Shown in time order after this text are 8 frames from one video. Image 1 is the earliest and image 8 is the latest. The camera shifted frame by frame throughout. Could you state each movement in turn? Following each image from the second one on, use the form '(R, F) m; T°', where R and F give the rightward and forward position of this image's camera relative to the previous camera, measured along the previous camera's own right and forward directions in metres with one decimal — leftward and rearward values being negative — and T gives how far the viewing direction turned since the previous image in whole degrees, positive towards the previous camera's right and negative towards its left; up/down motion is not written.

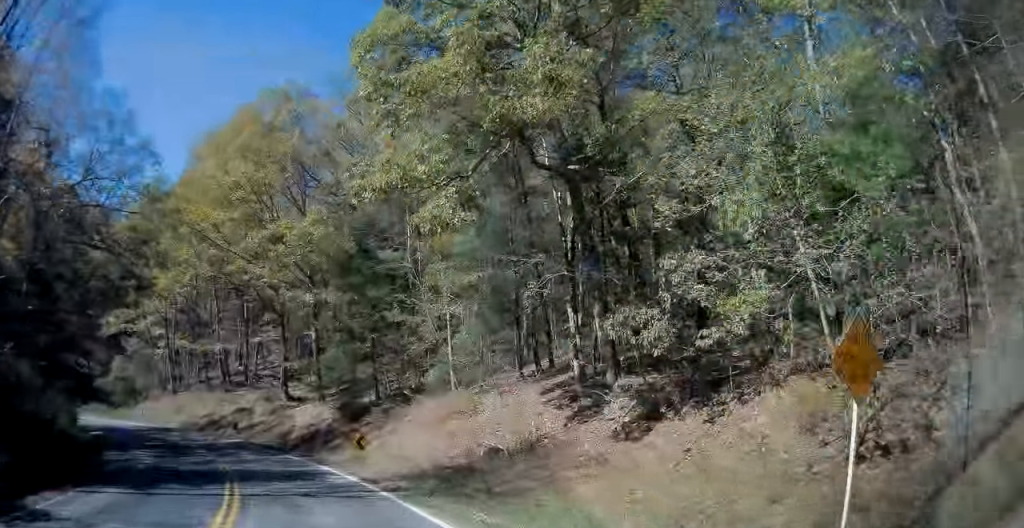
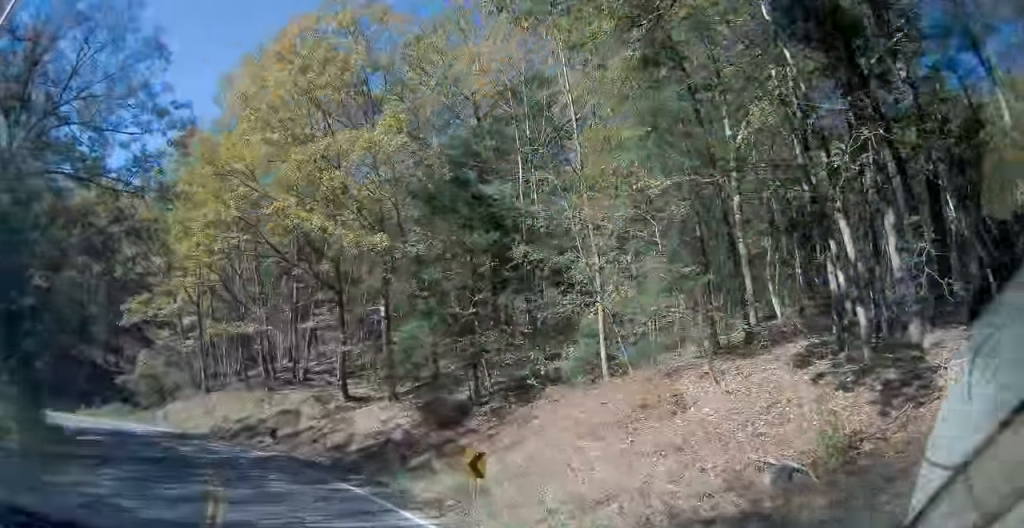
(0.0, +9.7) m; -4°
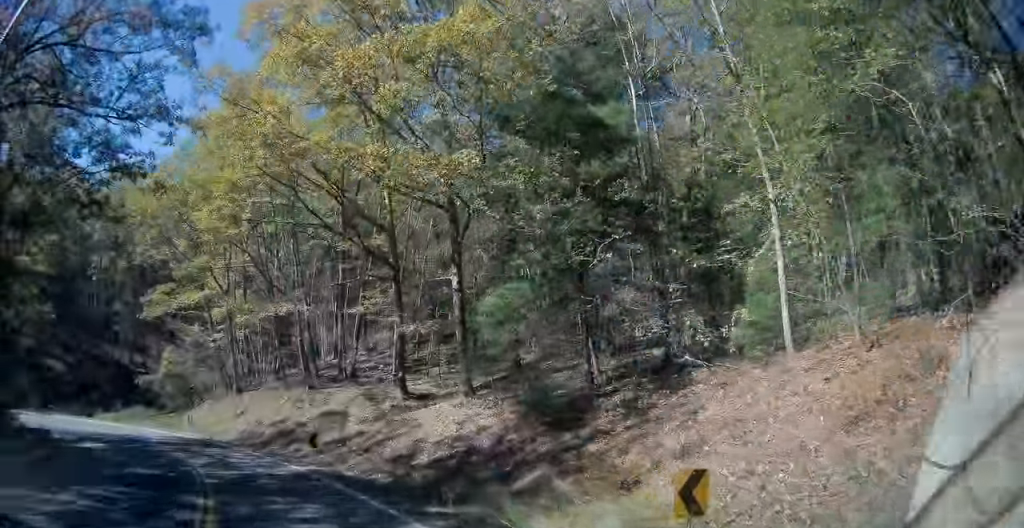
(-0.2, +6.2) m; -5°
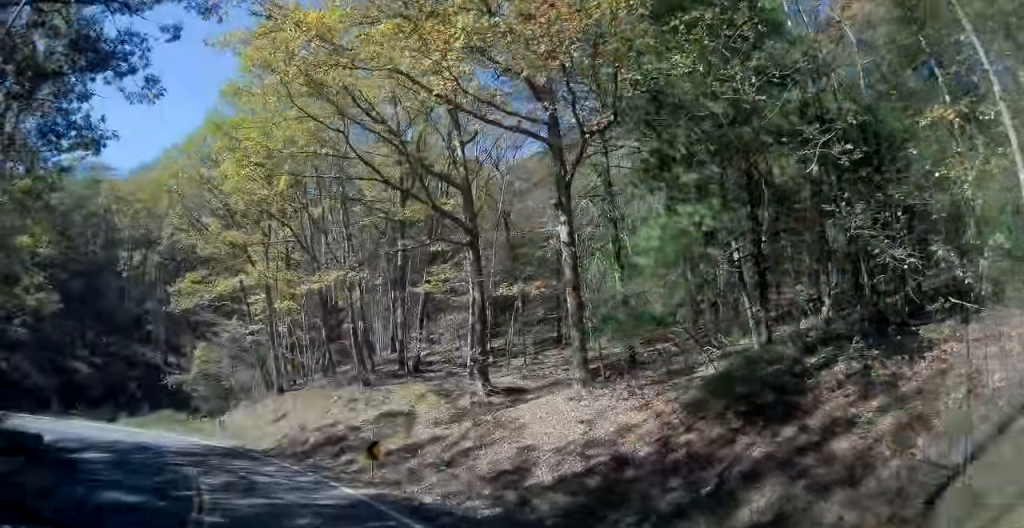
(-0.3, +5.9) m; -7°
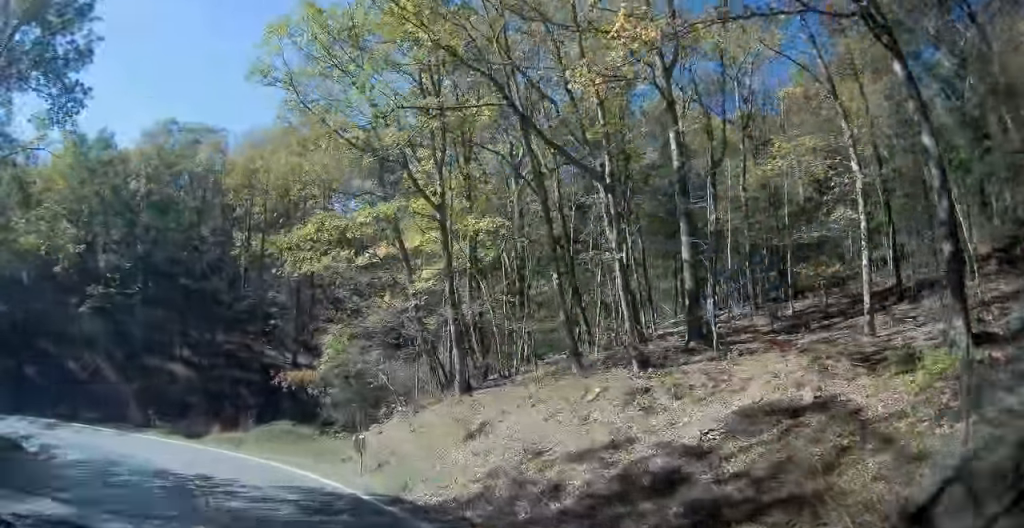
(-2.7, +15.5) m; -16°
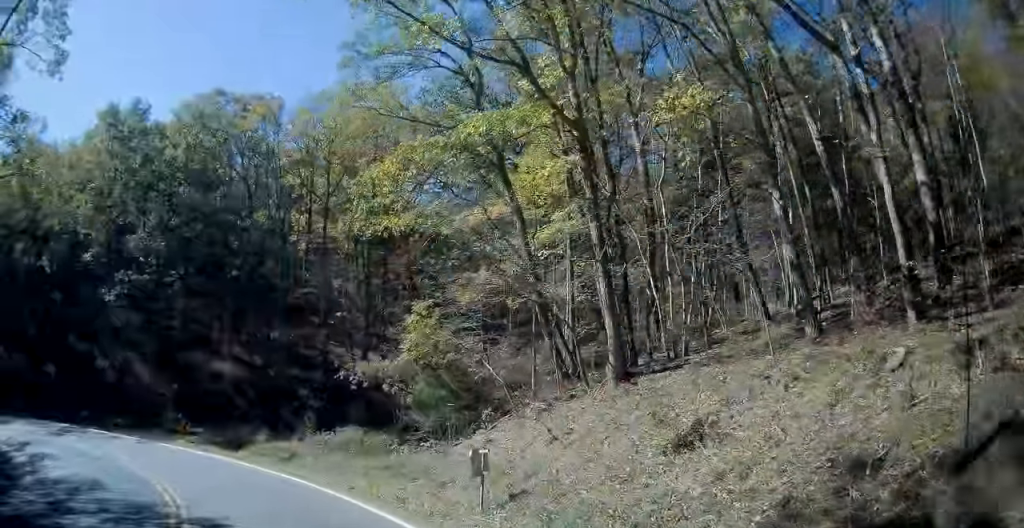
(-0.2, +8.4) m; -1°
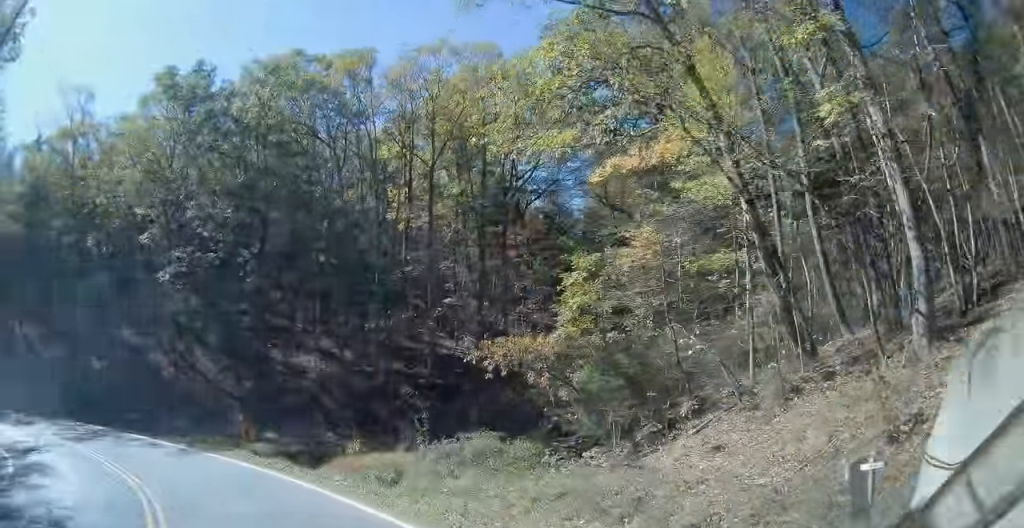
(0.0, +7.8) m; 0°
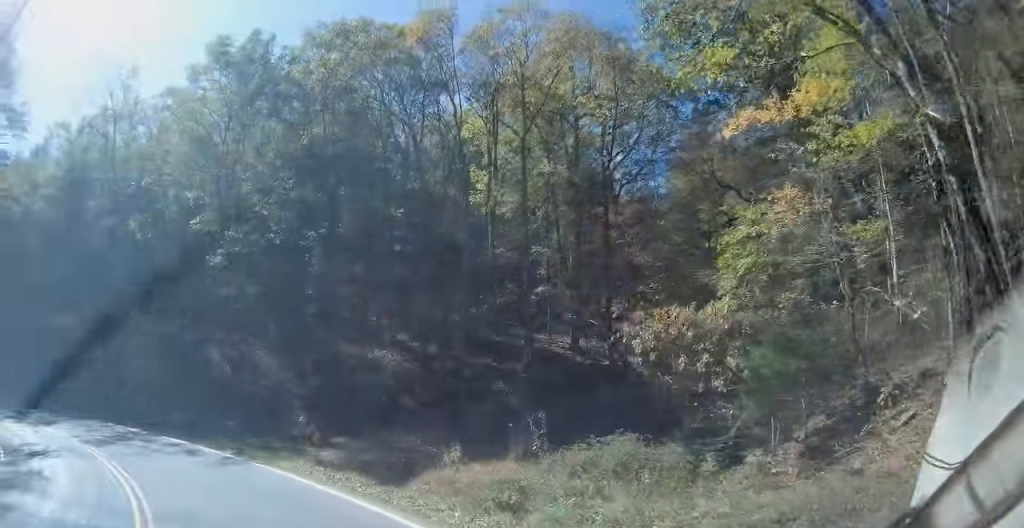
(0.0, +4.8) m; -2°
